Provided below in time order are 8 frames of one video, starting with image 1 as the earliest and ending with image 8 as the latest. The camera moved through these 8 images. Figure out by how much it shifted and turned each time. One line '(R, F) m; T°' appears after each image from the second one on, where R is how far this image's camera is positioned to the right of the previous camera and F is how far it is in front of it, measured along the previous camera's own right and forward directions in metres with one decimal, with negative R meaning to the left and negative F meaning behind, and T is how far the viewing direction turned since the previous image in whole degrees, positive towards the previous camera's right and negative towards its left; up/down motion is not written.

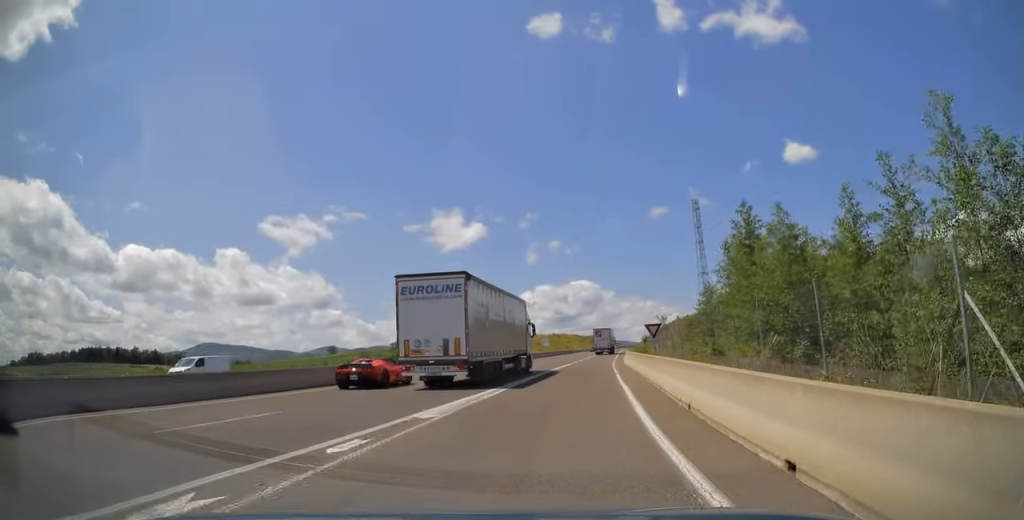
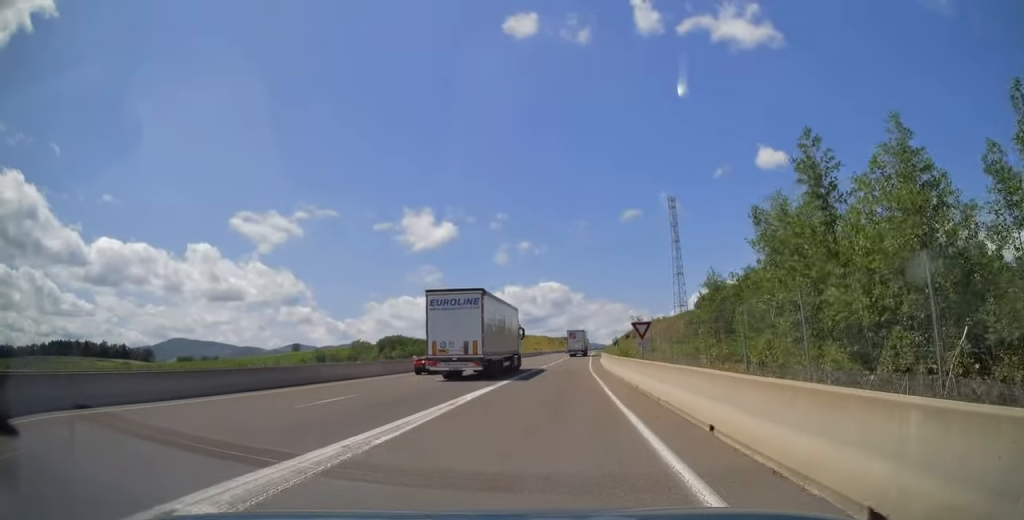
(0.0, +7.3) m; +3°
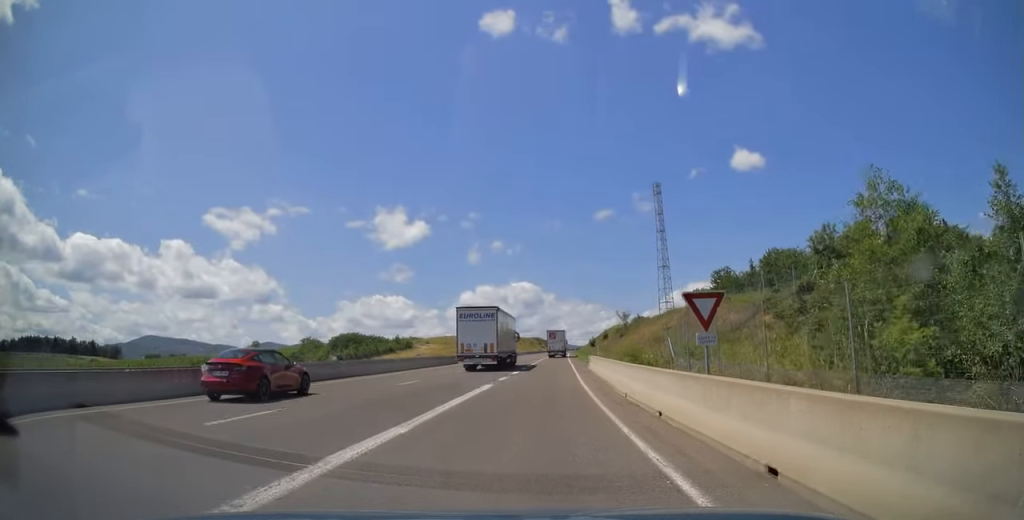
(+0.9, +17.9) m; +5°
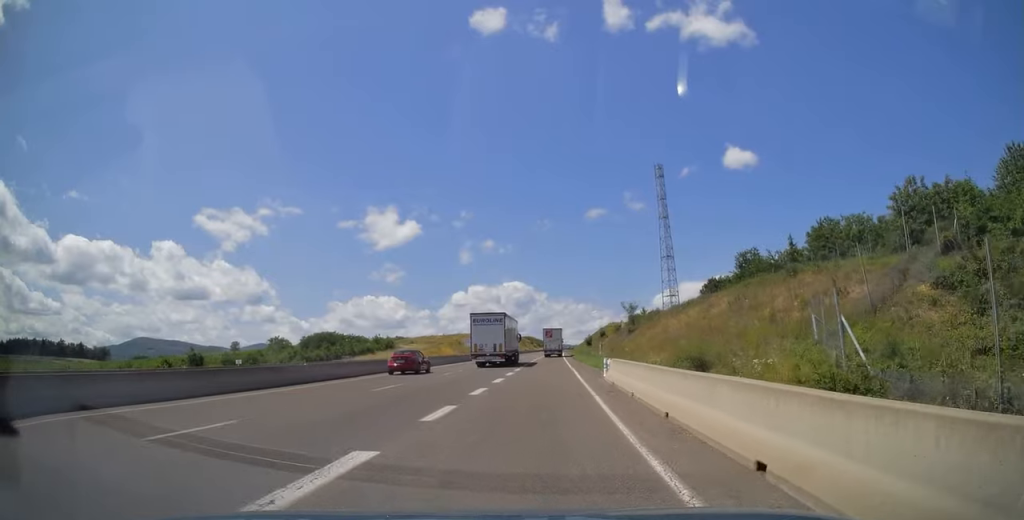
(+0.3, +14.8) m; +1°
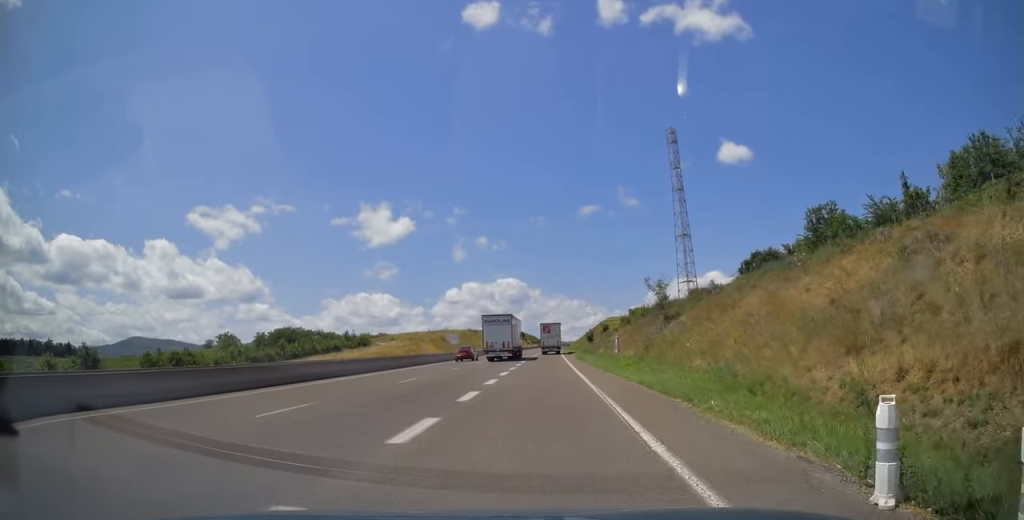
(0.0, +22.0) m; 0°
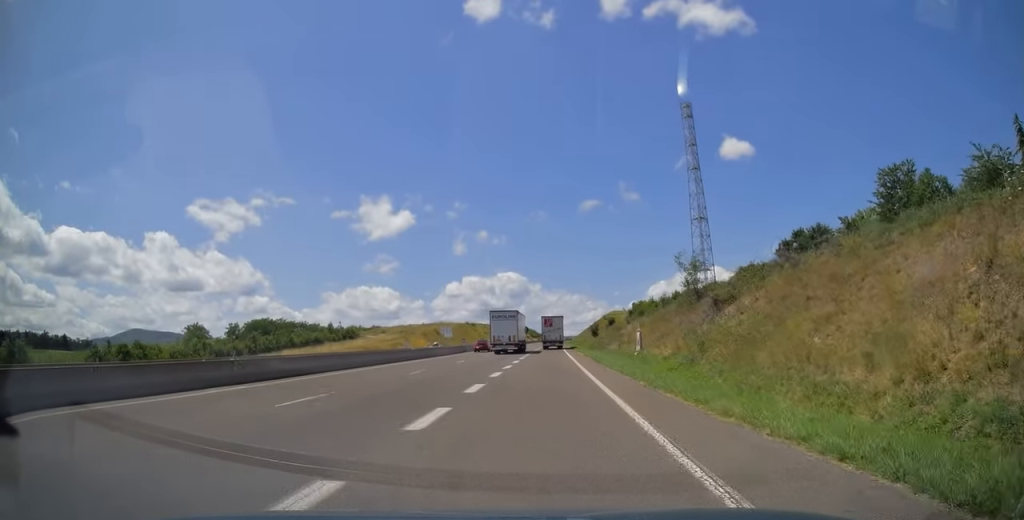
(0.0, +12.1) m; 0°
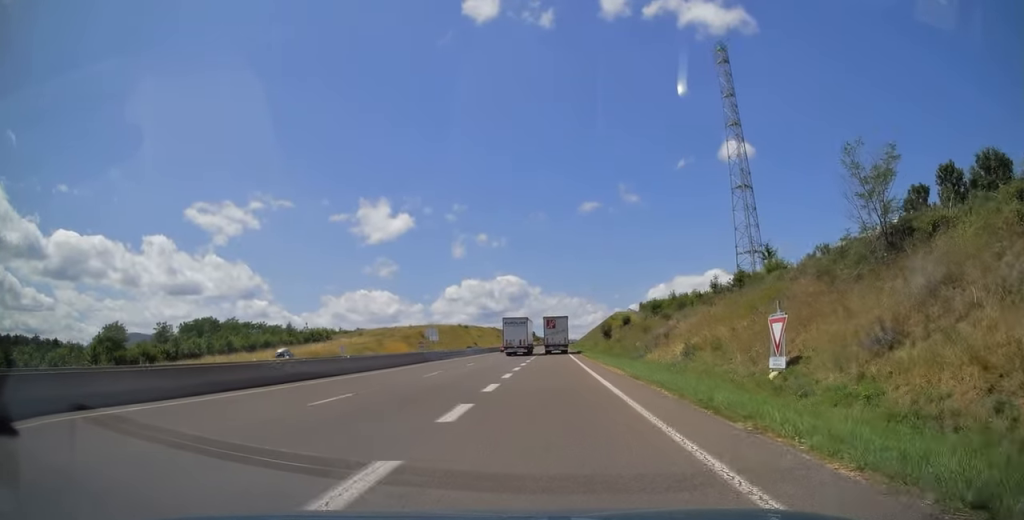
(0.0, +25.2) m; 0°
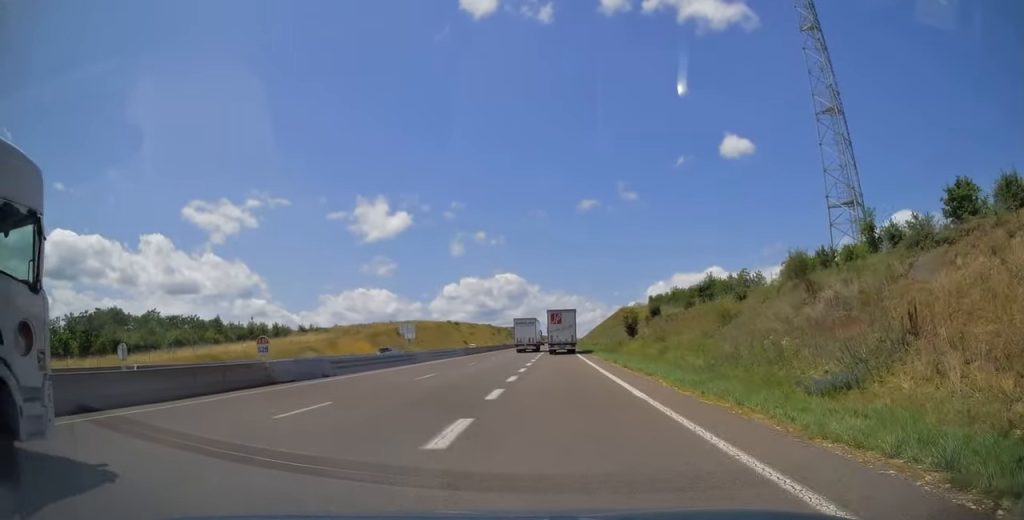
(0.0, +29.0) m; 0°
